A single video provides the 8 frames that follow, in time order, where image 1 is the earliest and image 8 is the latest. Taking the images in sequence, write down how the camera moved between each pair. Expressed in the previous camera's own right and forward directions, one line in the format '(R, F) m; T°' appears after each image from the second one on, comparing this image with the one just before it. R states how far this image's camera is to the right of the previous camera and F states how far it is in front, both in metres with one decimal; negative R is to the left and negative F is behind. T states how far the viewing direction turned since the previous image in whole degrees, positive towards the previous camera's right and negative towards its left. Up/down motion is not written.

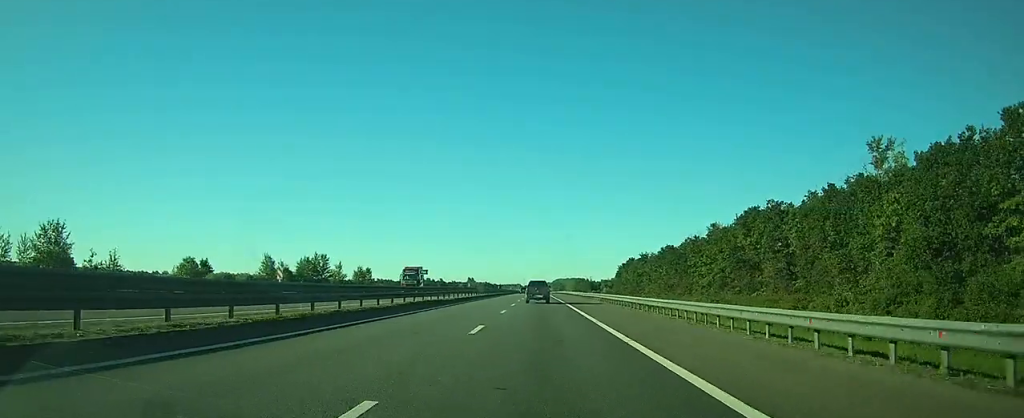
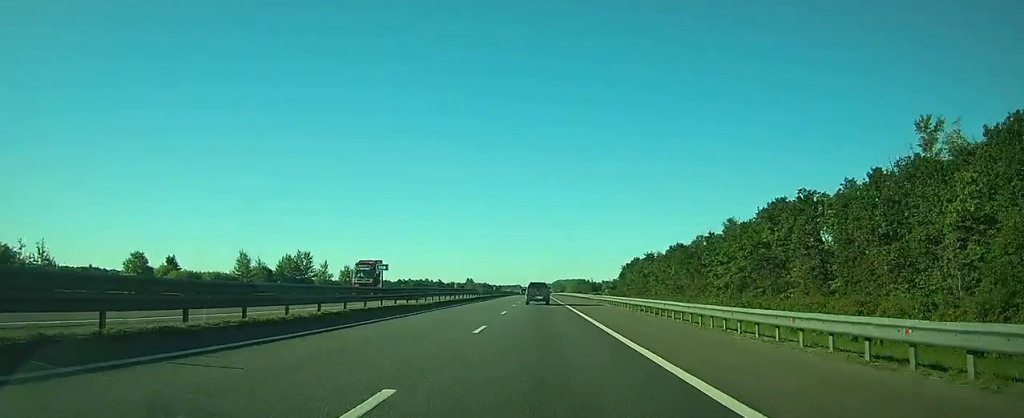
(0.0, +11.3) m; 0°
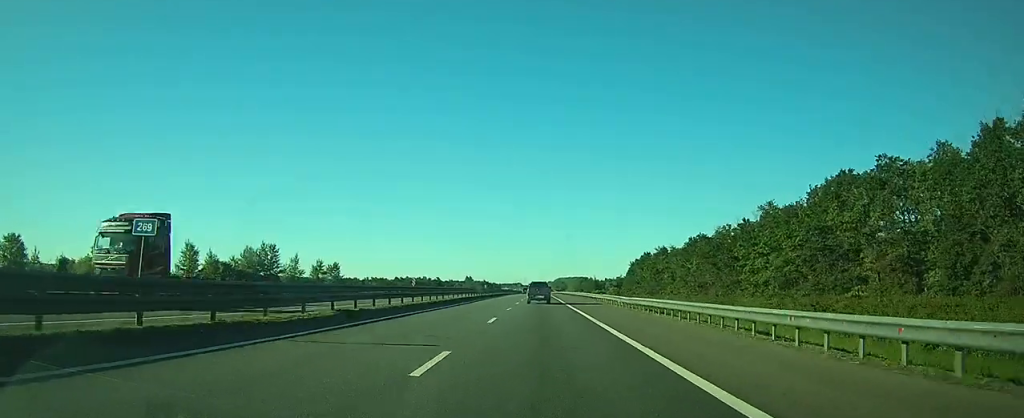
(0.0, +19.8) m; 0°
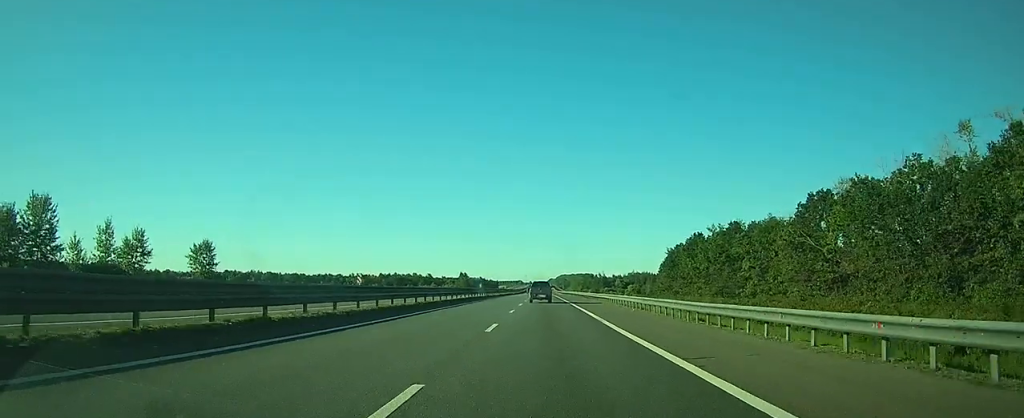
(0.0, +64.0) m; 0°
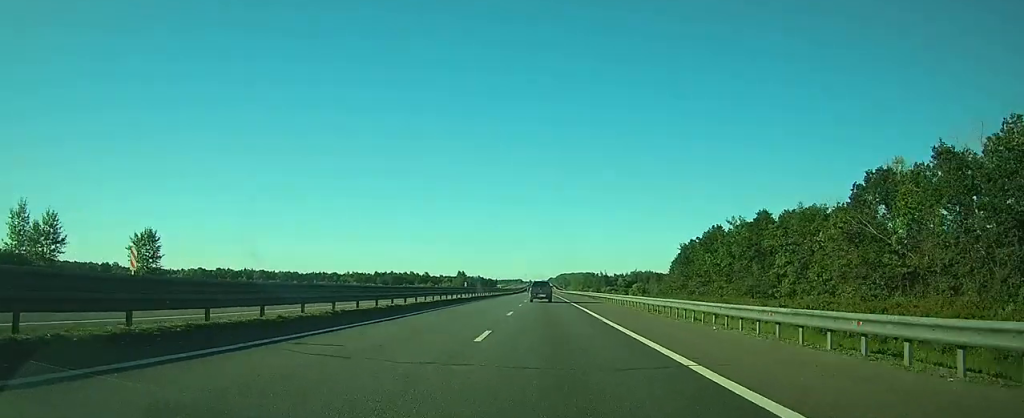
(0.0, +15.4) m; 0°
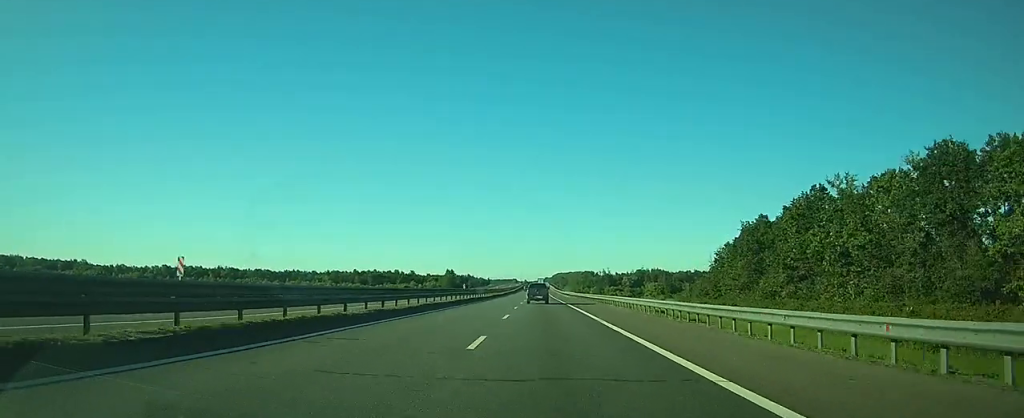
(0.0, +49.3) m; 0°
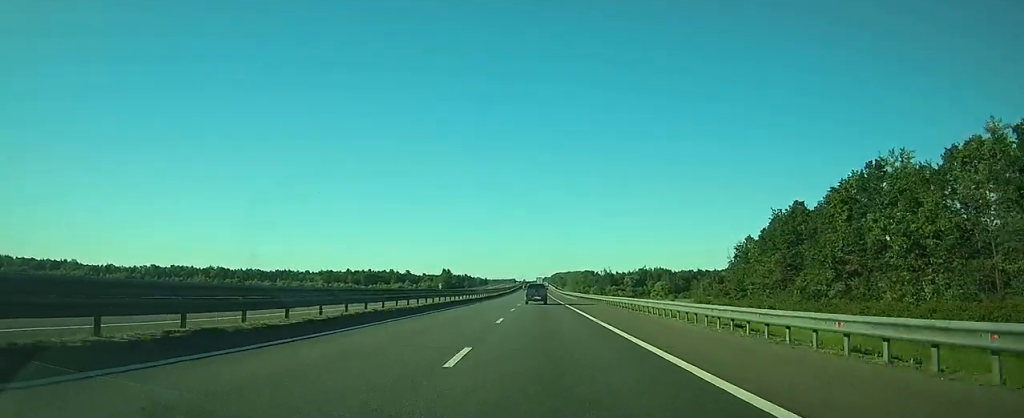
(0.0, +14.5) m; 0°
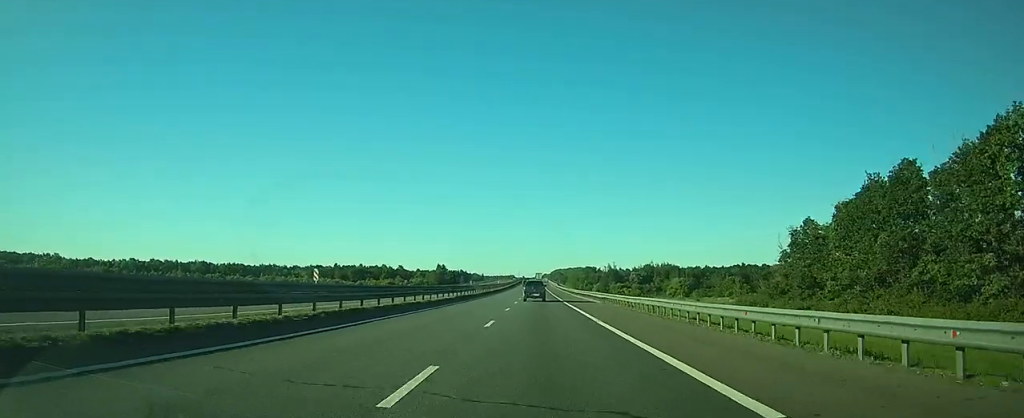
(+0.1, +27.3) m; 0°
